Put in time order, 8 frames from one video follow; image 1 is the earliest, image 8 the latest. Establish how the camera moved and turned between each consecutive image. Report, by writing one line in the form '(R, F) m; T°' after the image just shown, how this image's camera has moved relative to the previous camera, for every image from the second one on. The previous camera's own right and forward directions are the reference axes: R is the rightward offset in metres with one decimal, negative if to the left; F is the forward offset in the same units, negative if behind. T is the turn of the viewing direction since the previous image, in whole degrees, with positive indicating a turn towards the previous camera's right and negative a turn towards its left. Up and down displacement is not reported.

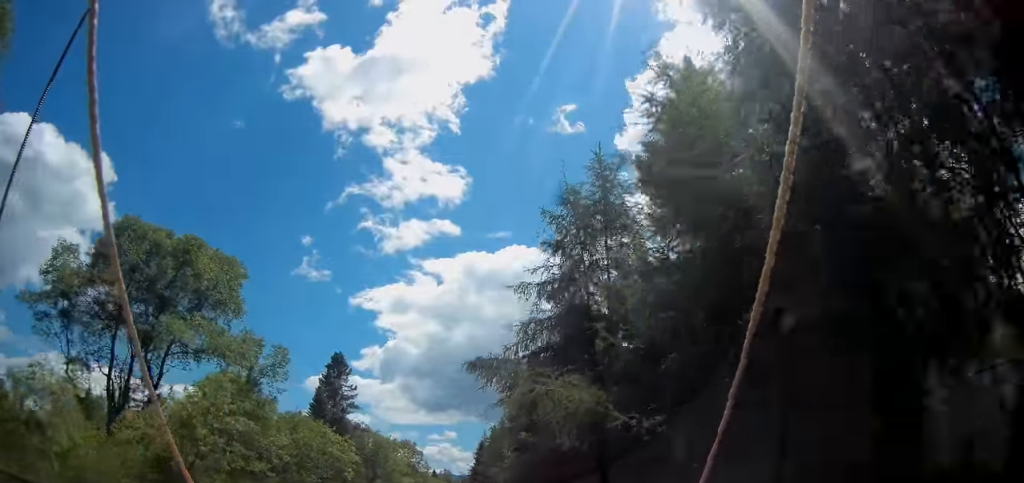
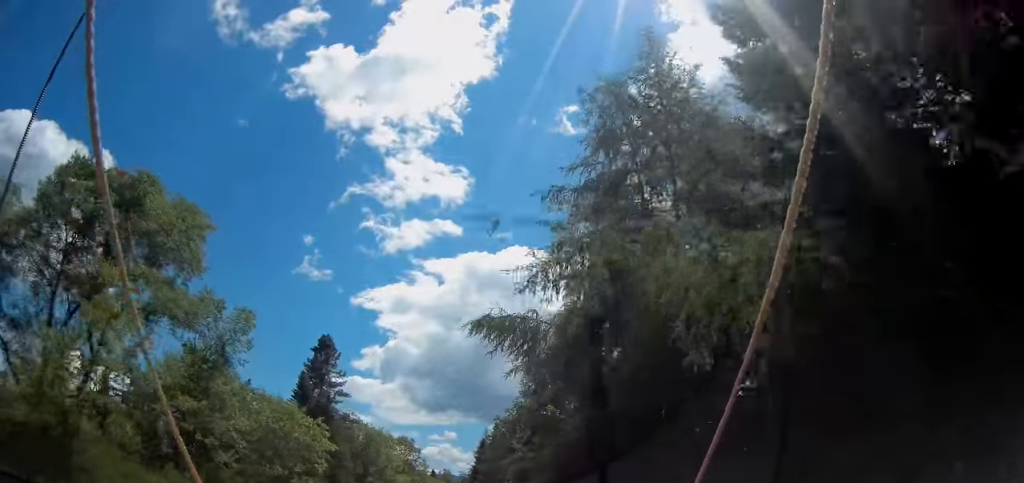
(0.0, +5.7) m; 0°
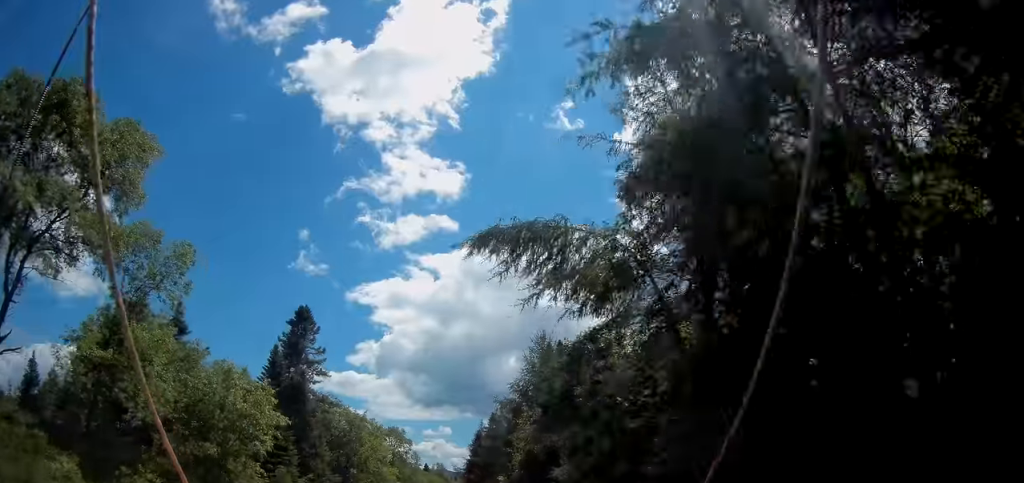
(0.0, +6.0) m; -1°
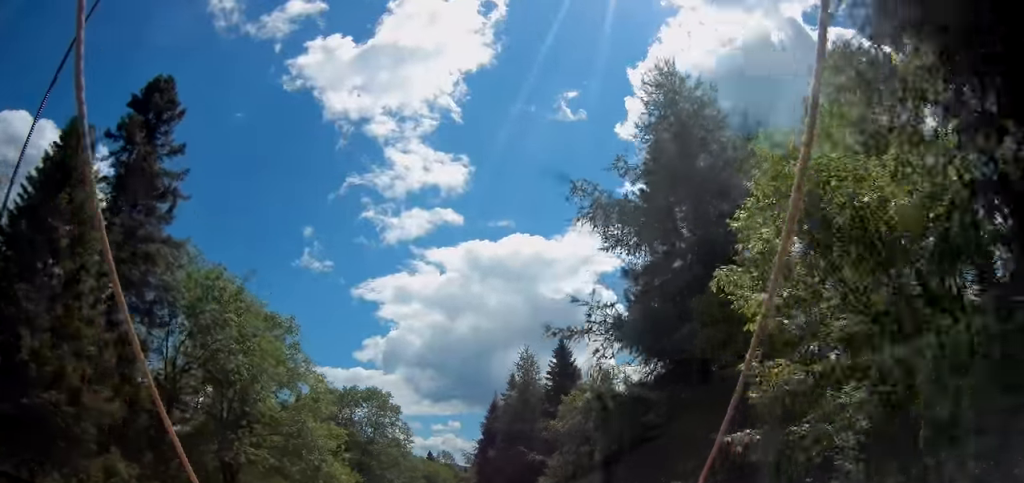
(-0.6, +25.7) m; 0°
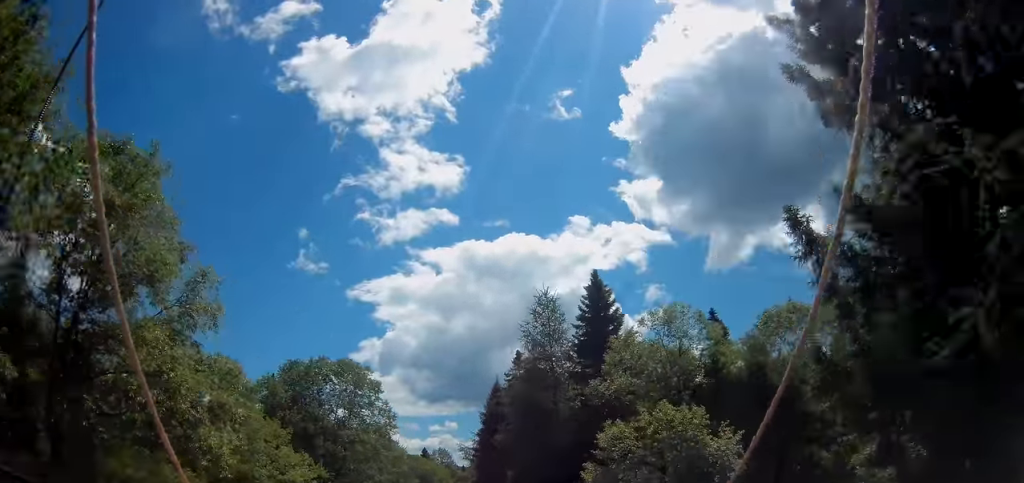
(+0.1, +11.9) m; +1°
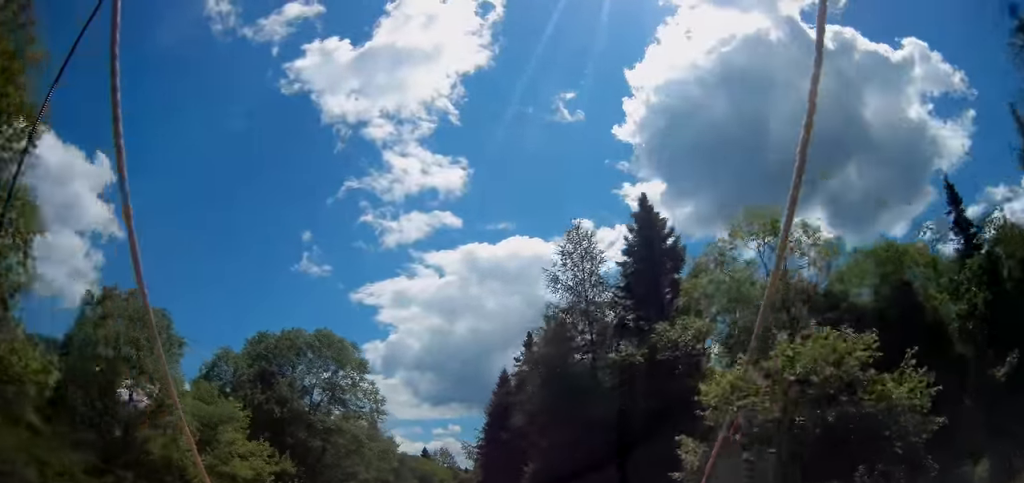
(0.0, +8.2) m; -2°
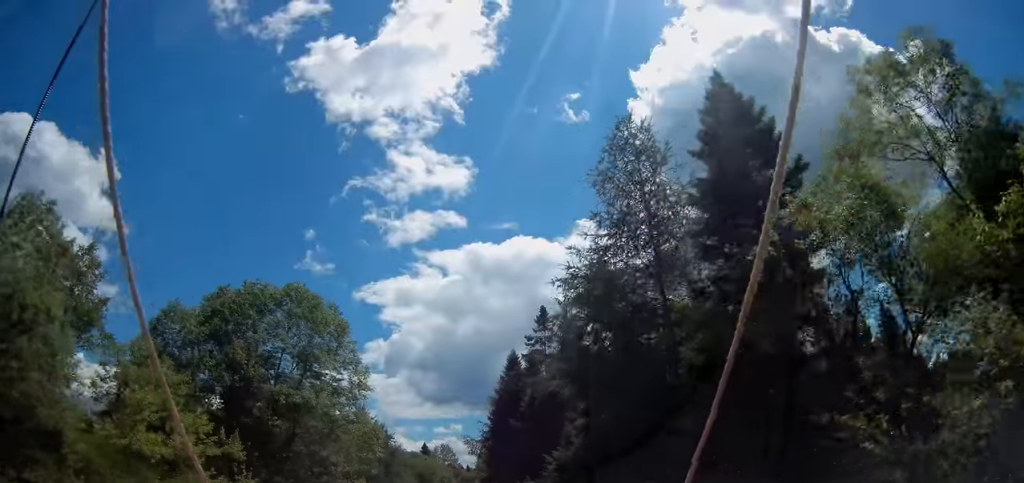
(-0.2, +7.5) m; -1°
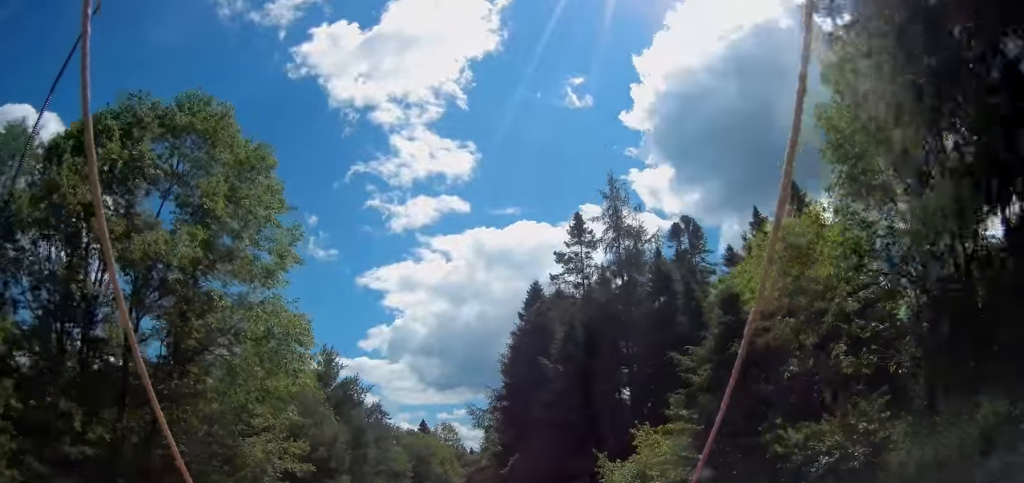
(+0.2, +14.0) m; +2°
